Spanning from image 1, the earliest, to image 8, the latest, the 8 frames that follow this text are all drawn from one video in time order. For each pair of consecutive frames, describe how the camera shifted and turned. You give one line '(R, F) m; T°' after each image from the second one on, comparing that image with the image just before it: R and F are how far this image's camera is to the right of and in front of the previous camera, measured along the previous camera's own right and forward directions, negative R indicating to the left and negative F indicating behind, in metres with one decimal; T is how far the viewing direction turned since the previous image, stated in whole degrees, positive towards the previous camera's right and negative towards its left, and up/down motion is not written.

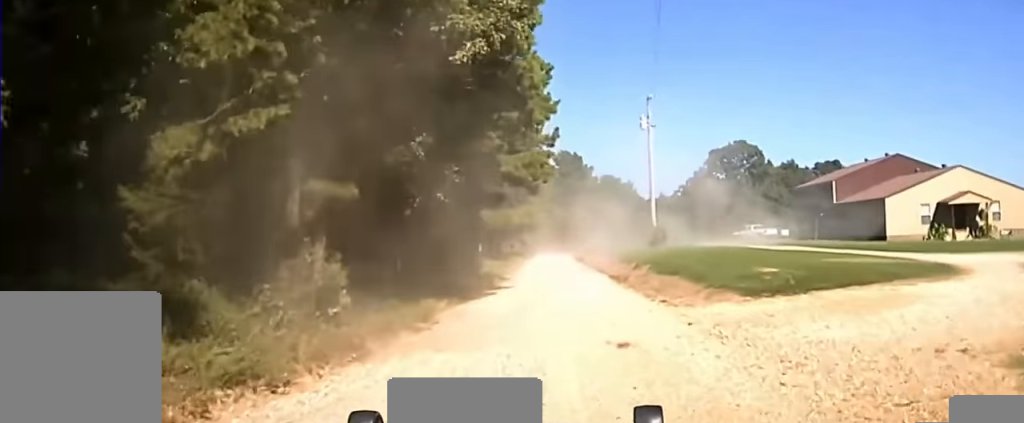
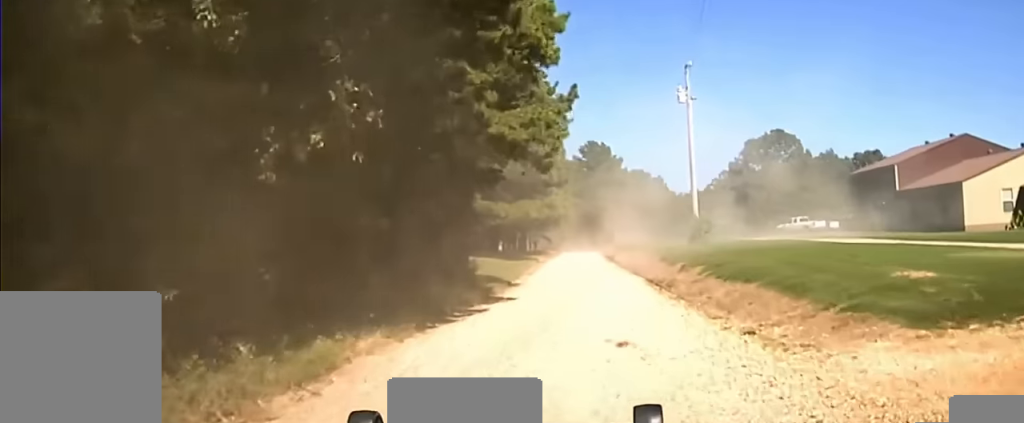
(0.0, +9.1) m; 0°
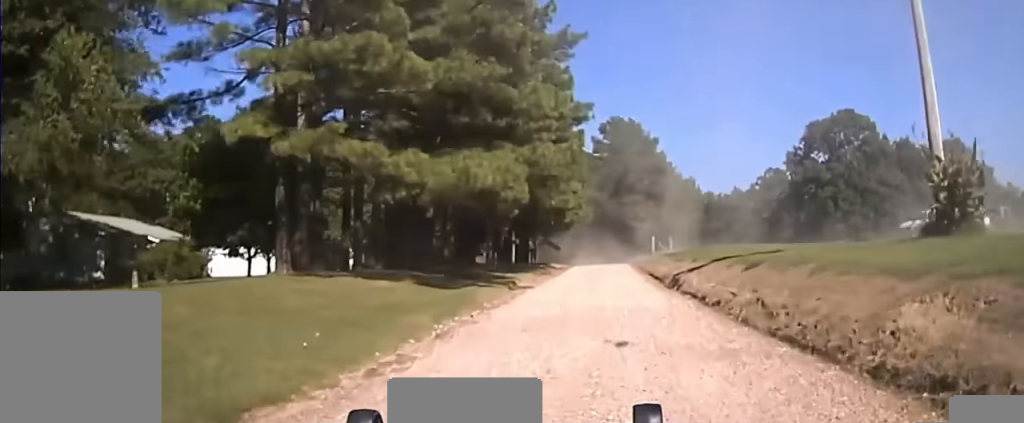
(-0.8, +34.0) m; -2°
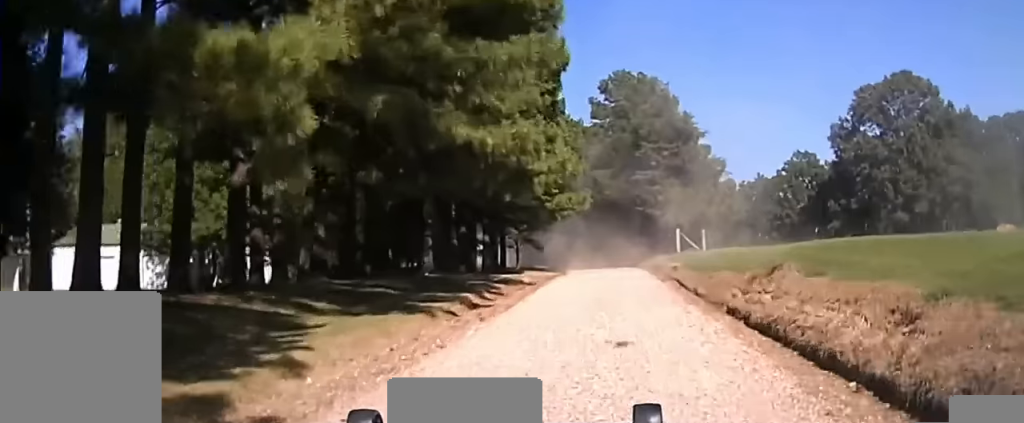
(+0.7, +26.4) m; +1°
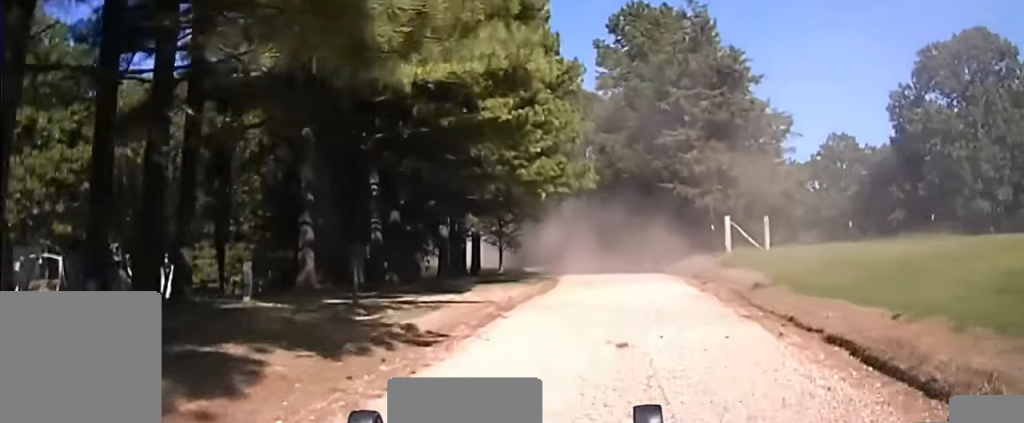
(0.0, +18.0) m; -1°
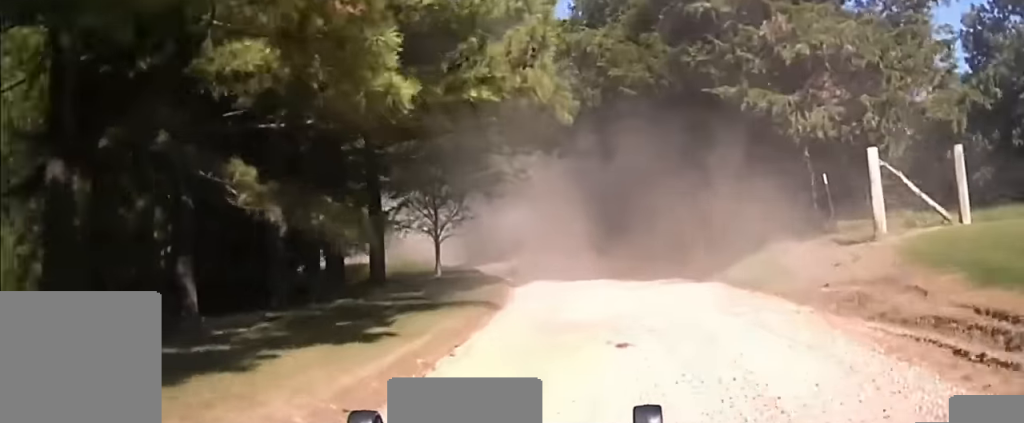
(-0.4, +21.1) m; -3°
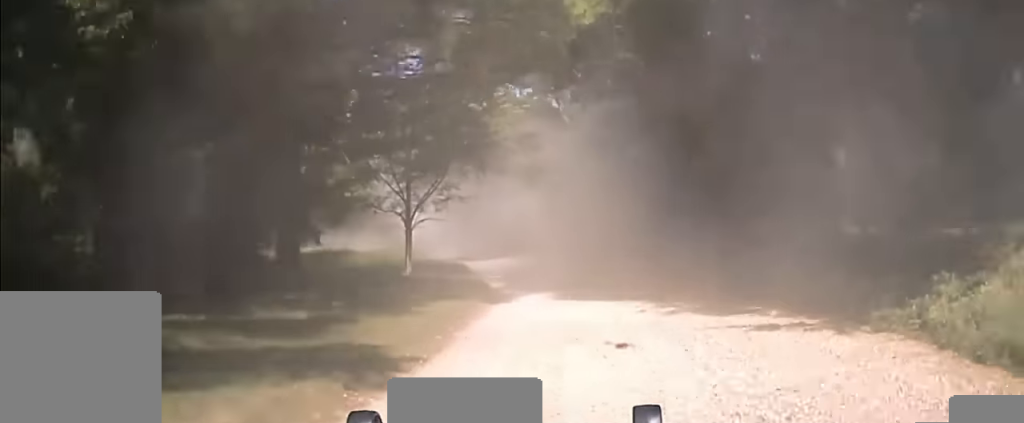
(-0.4, +9.5) m; -1°
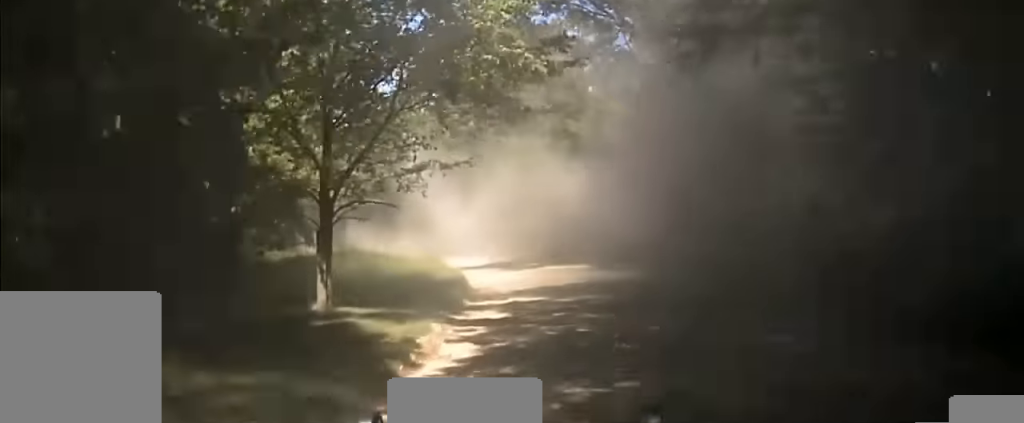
(-0.3, +15.4) m; -3°
